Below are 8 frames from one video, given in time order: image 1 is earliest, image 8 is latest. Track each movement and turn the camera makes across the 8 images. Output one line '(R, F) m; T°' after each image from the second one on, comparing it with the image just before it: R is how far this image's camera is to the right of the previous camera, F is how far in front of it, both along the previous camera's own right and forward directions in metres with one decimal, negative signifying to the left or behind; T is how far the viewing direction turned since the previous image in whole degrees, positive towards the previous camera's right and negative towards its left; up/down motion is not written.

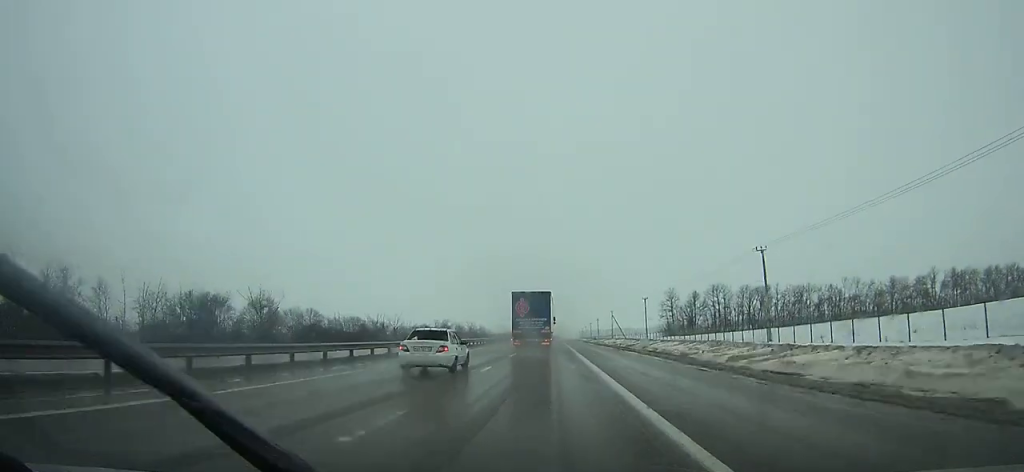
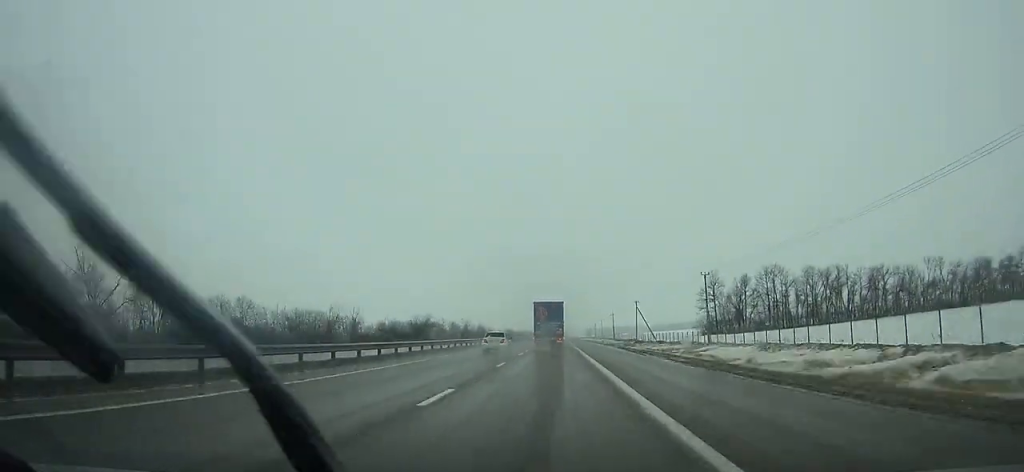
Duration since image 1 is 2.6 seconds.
(-0.1, +44.4) m; 0°
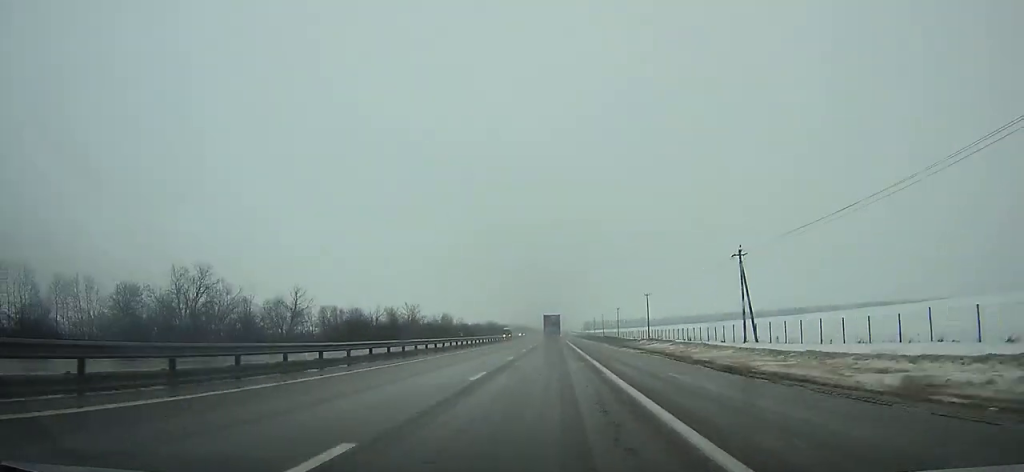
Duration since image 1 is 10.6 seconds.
(-0.1, +139.5) m; 0°
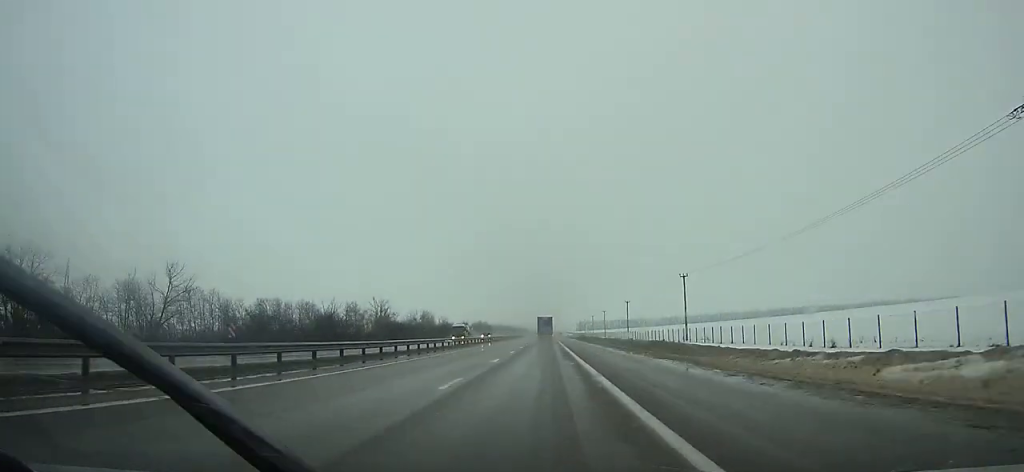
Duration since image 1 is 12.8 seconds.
(+0.2, +39.9) m; 0°
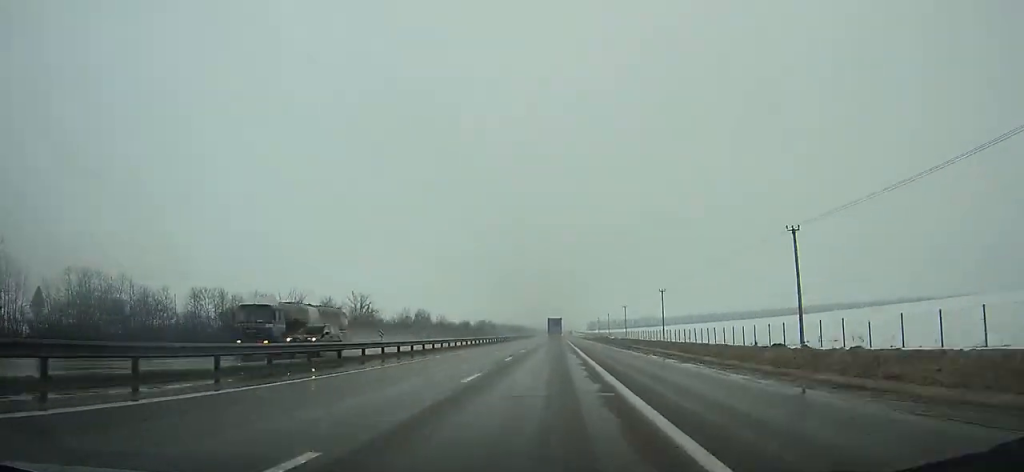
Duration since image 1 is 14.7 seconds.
(-0.2, +35.3) m; 0°
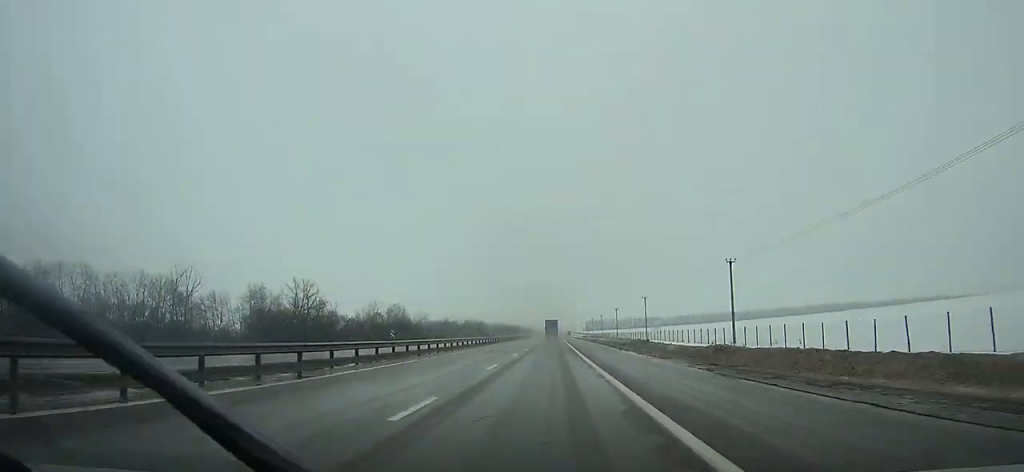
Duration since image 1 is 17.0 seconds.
(-0.1, +43.5) m; 0°
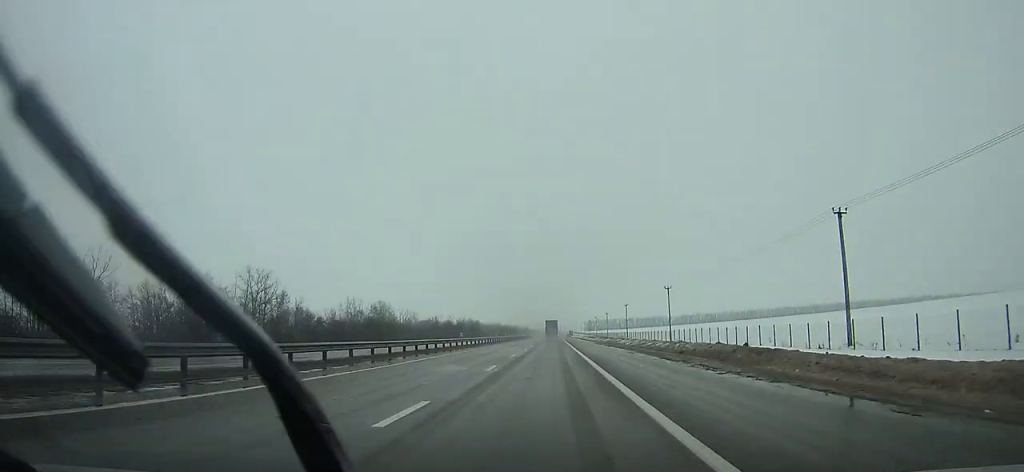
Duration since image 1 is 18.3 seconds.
(+0.1, +25.1) m; 0°
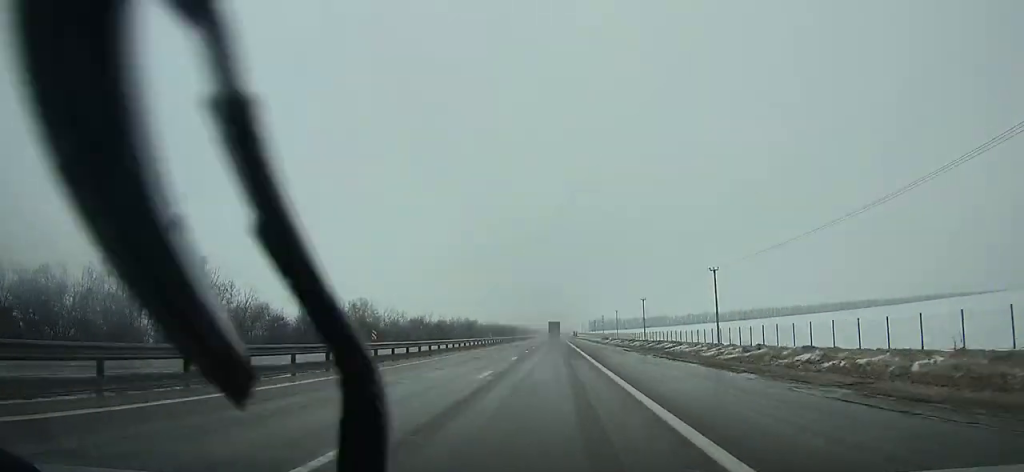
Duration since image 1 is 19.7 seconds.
(0.0, +27.4) m; 0°
